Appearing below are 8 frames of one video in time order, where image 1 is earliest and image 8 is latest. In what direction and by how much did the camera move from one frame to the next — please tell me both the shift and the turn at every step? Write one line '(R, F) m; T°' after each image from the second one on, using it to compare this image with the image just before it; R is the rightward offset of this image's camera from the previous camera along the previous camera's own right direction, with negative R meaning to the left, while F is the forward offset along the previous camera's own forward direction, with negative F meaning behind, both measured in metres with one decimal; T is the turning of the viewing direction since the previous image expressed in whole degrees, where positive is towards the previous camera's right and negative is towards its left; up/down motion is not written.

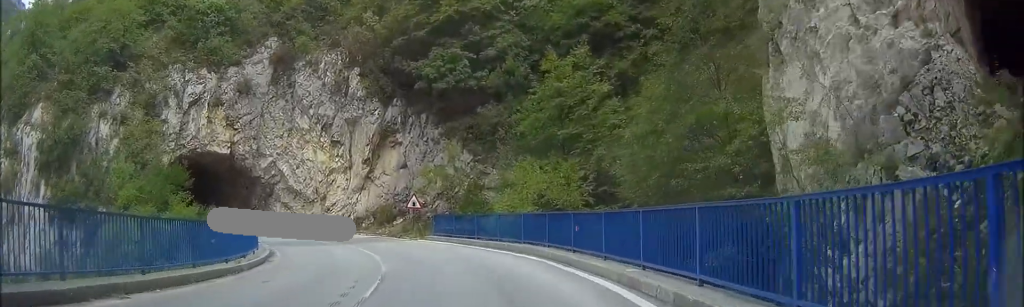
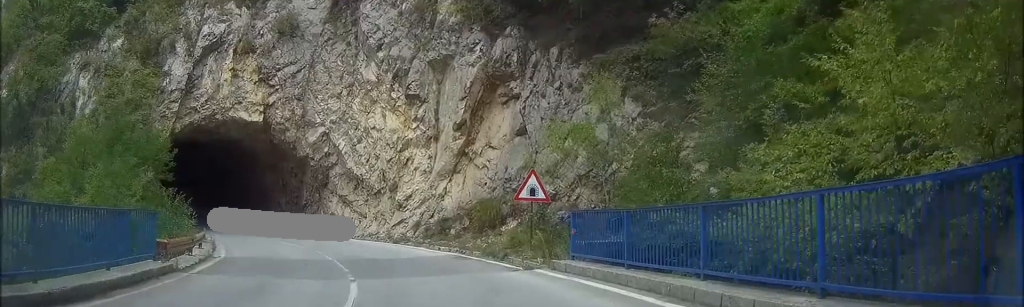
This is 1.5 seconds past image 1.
(-1.5, +20.4) m; -11°
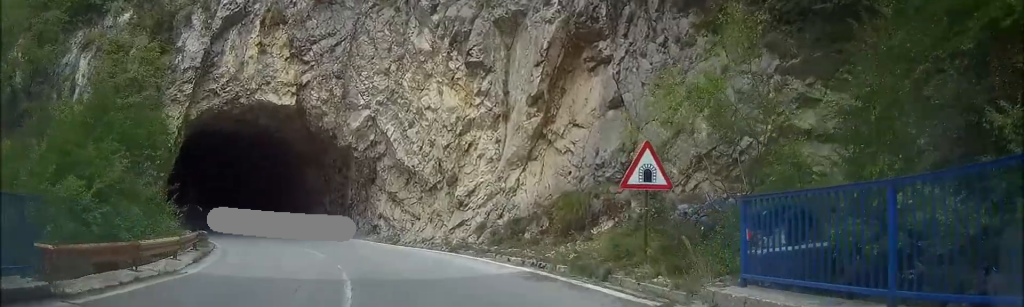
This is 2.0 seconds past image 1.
(-0.1, +7.3) m; -6°
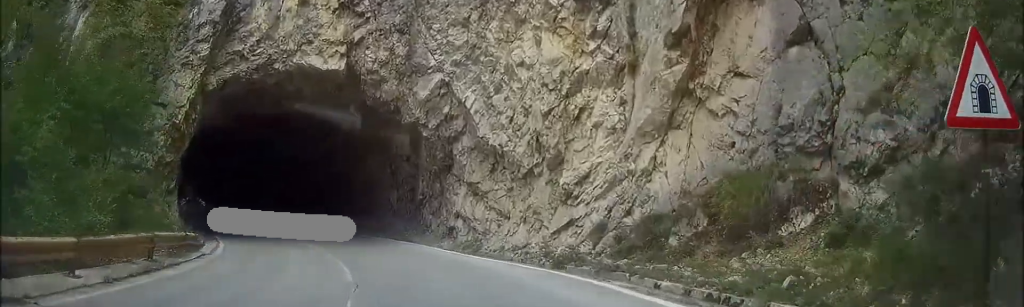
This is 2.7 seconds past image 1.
(-0.8, +8.4) m; -6°
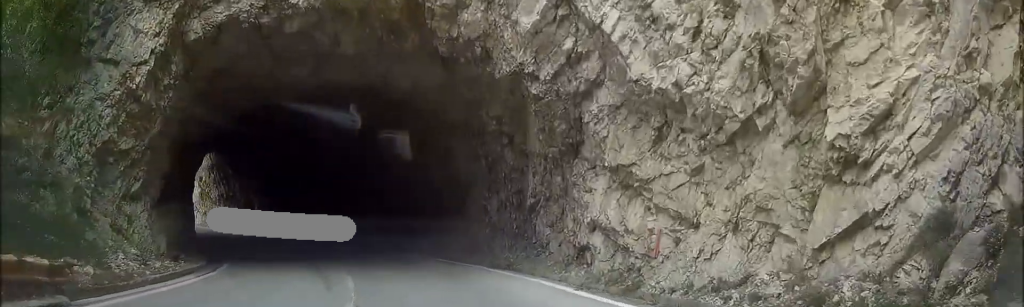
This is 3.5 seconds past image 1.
(-0.7, +10.5) m; -7°
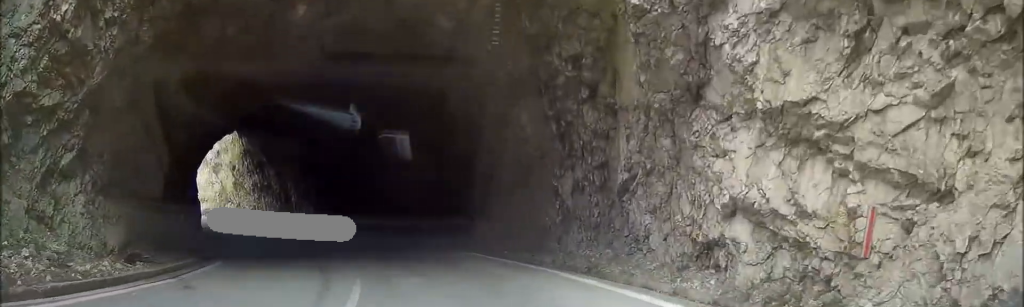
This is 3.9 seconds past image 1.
(0.0, +5.7) m; -3°
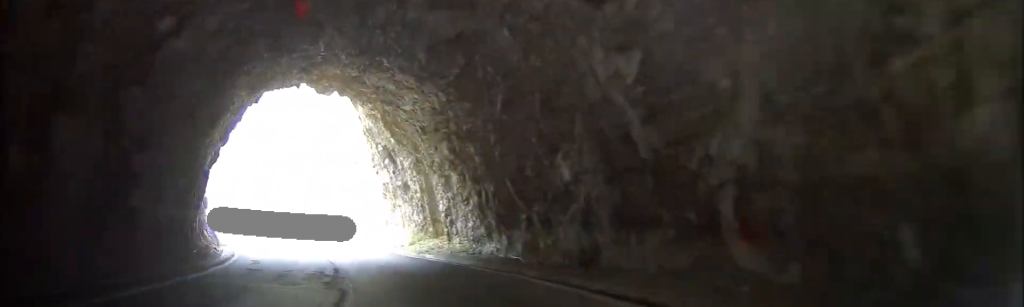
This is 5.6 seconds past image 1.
(-1.4, +21.3) m; -4°
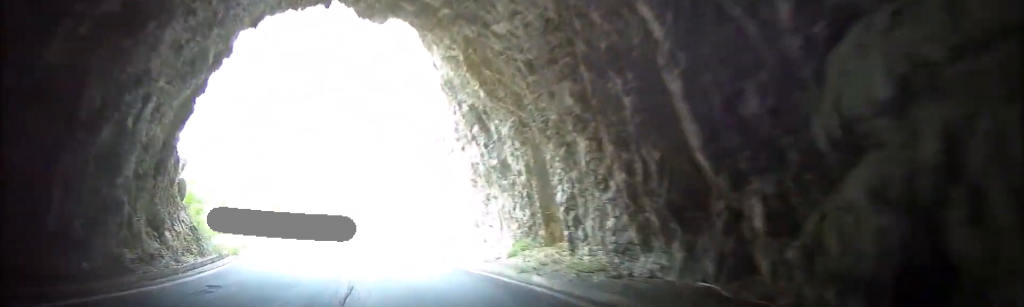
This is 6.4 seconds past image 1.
(0.0, +10.3) m; -5°
